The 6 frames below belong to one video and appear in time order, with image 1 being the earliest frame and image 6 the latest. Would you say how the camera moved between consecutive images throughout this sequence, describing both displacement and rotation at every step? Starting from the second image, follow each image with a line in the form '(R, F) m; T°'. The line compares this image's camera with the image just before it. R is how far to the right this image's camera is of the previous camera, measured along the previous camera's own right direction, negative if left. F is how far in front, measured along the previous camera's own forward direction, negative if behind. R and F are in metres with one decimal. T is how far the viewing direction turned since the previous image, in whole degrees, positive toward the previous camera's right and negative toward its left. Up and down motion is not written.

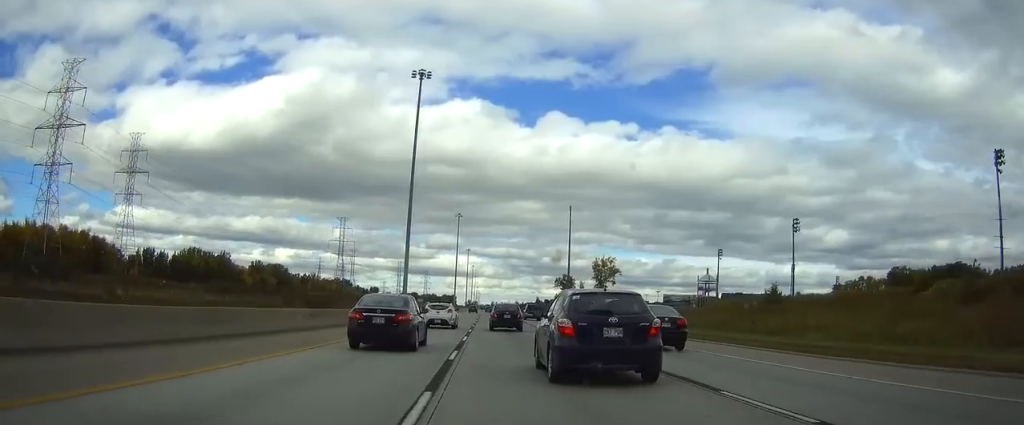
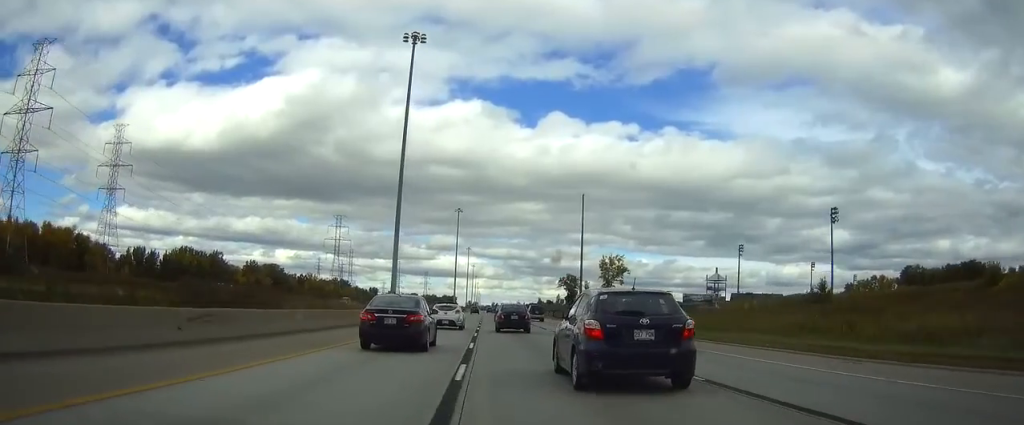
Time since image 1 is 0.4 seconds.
(+0.1, +13.0) m; 0°
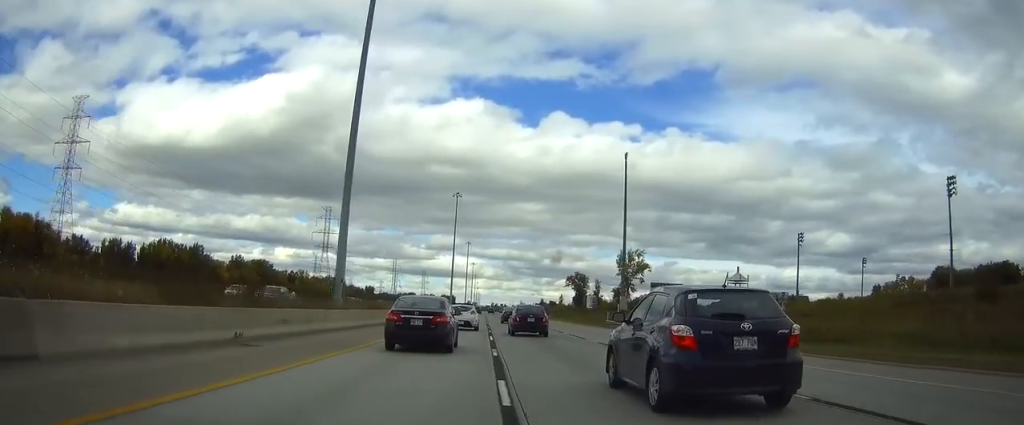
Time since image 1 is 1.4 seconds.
(+0.1, +29.2) m; 0°
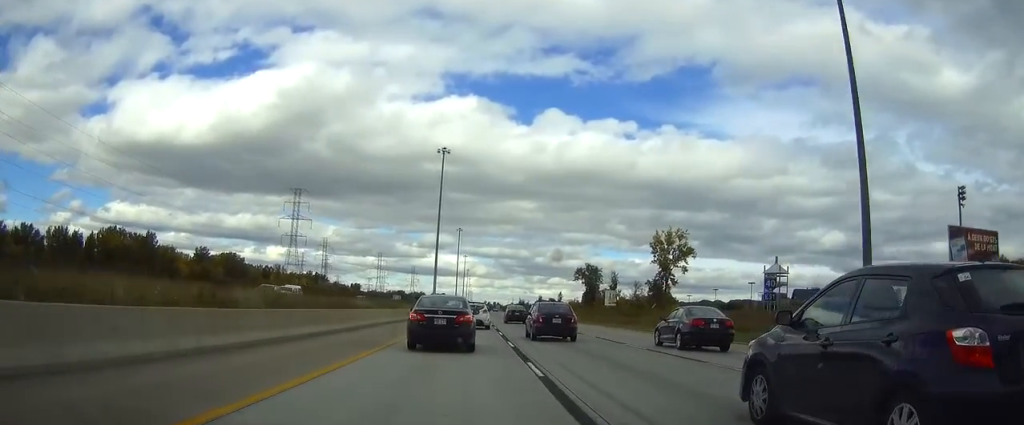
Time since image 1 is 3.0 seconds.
(0.0, +49.7) m; 0°
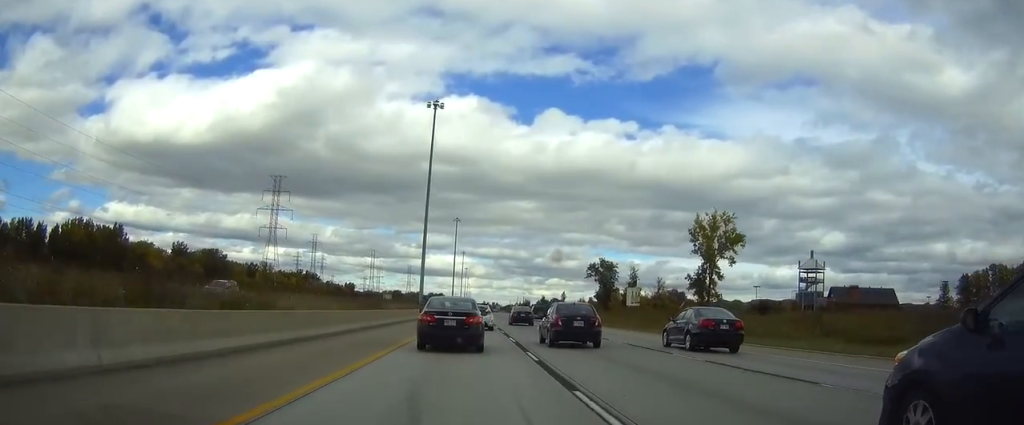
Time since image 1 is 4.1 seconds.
(0.0, +31.7) m; 0°
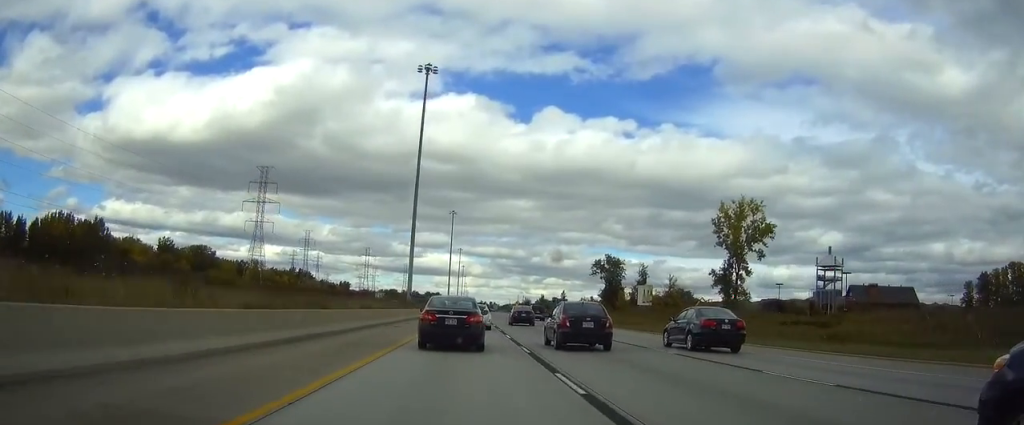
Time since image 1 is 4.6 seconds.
(0.0, +15.4) m; 0°
